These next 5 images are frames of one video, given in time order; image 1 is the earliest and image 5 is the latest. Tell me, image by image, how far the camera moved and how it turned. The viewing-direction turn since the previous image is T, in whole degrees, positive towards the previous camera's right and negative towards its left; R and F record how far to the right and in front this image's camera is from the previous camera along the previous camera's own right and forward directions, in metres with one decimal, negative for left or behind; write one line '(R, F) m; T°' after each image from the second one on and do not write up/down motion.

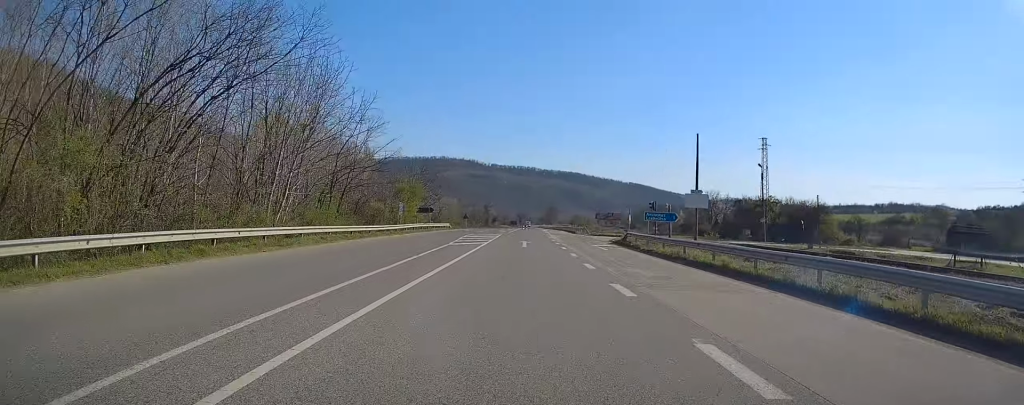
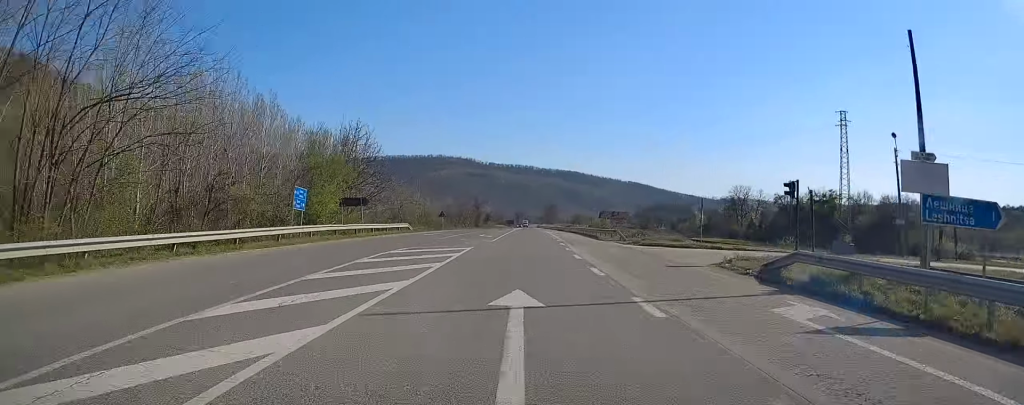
(+0.3, +25.8) m; +1°
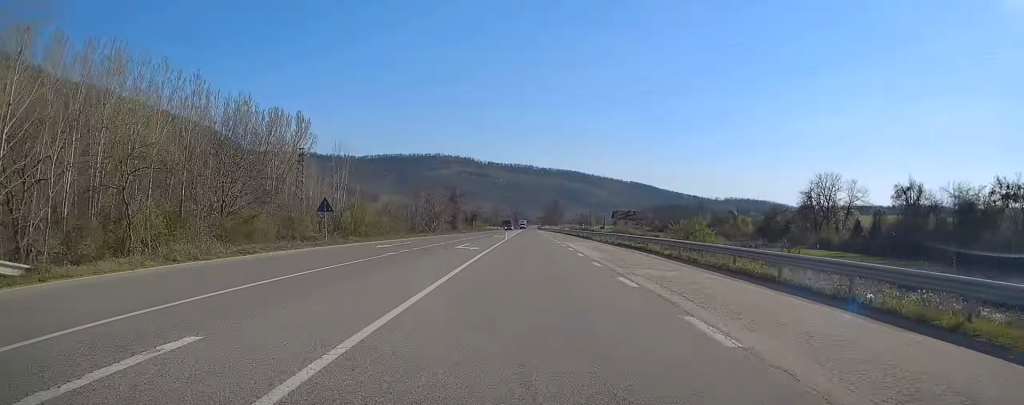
(0.0, +43.2) m; 0°
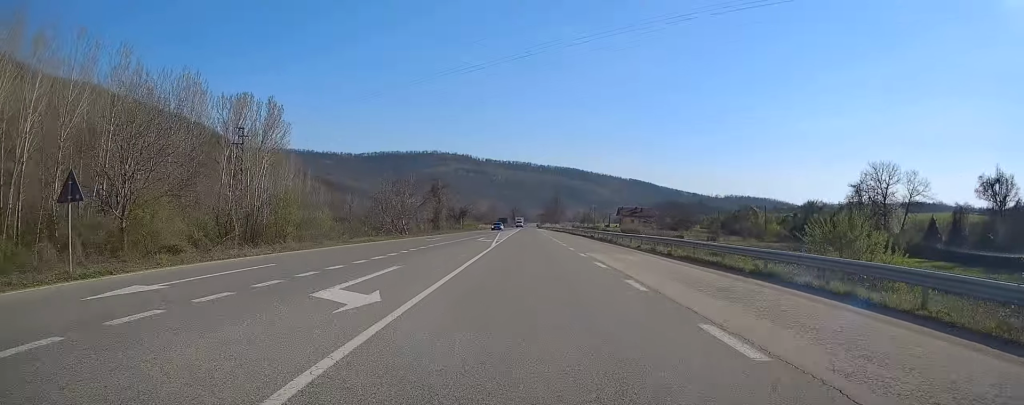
(-0.1, +18.3) m; 0°
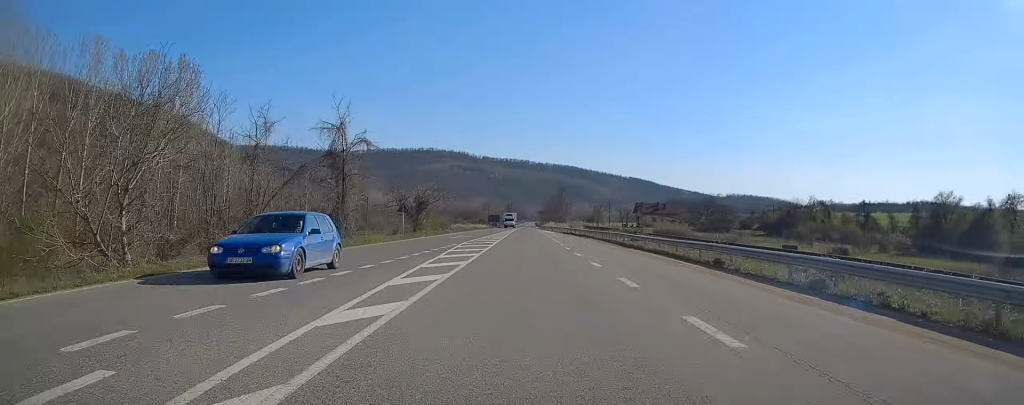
(+0.1, +40.3) m; 0°
